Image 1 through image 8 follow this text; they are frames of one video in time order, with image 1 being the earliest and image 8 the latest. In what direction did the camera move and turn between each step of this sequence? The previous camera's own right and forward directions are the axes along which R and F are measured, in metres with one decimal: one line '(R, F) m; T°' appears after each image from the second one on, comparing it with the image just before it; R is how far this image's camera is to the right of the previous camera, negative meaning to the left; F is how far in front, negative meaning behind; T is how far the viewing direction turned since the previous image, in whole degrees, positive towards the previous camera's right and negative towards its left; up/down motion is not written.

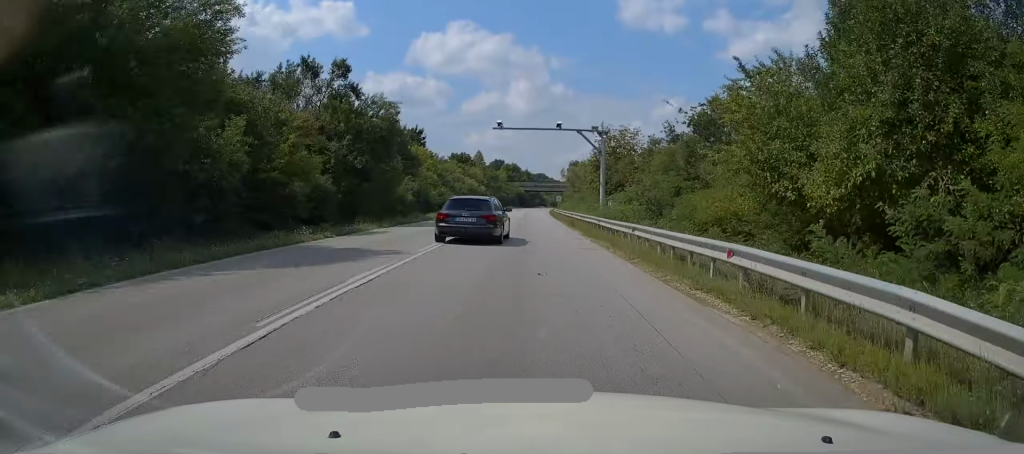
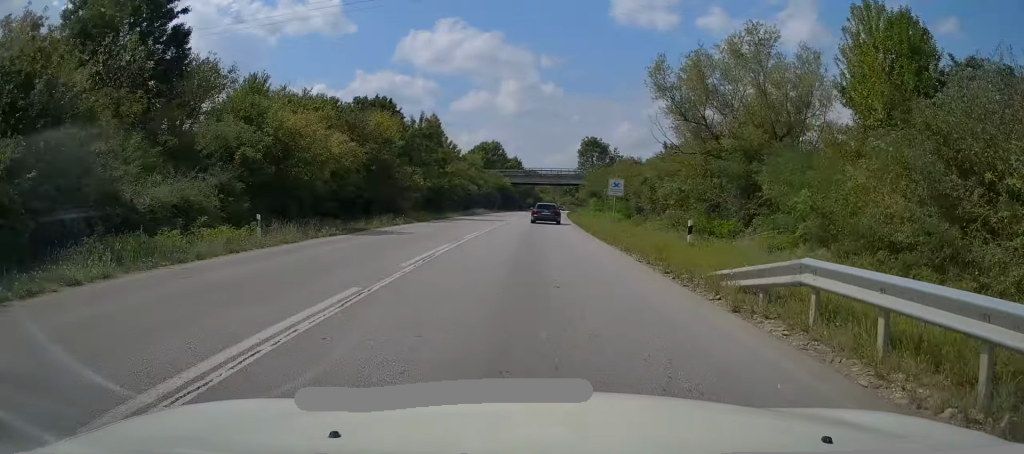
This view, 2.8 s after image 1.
(+0.1, +65.9) m; +1°
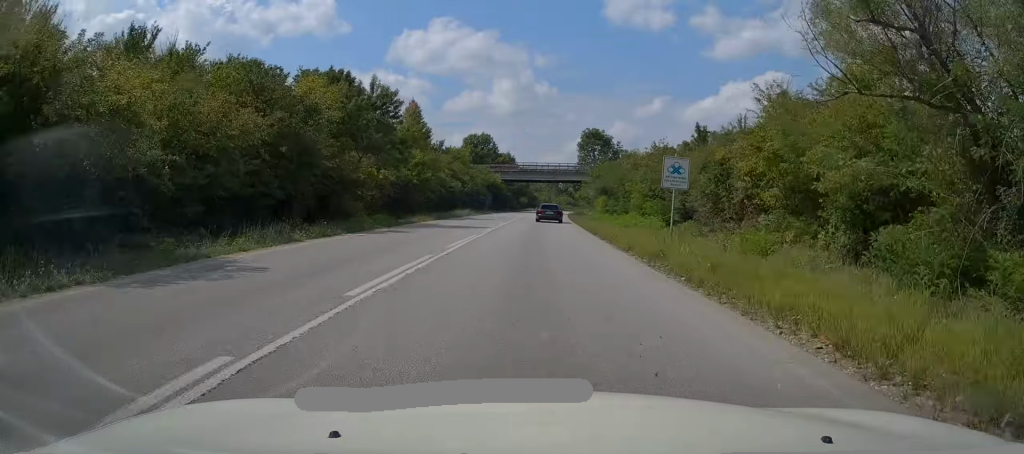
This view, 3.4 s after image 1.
(+0.3, +12.5) m; +1°
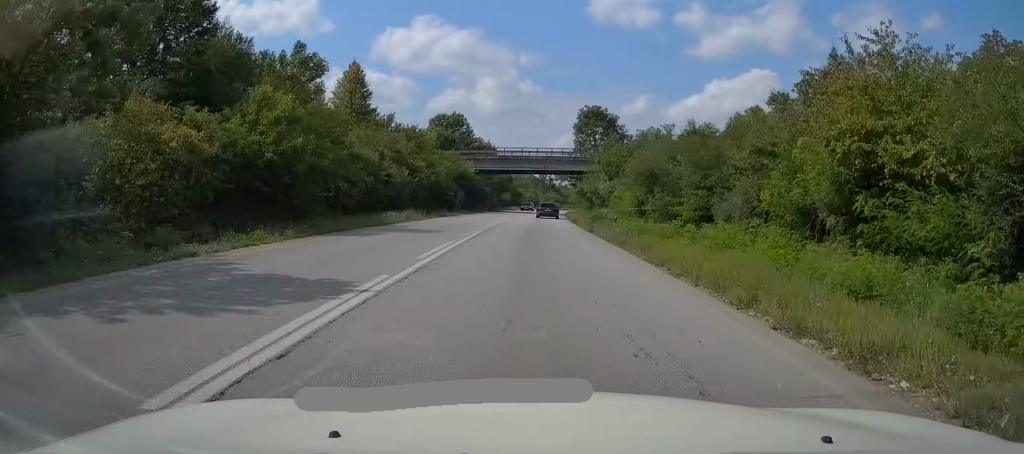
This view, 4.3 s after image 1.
(+0.3, +22.1) m; +1°
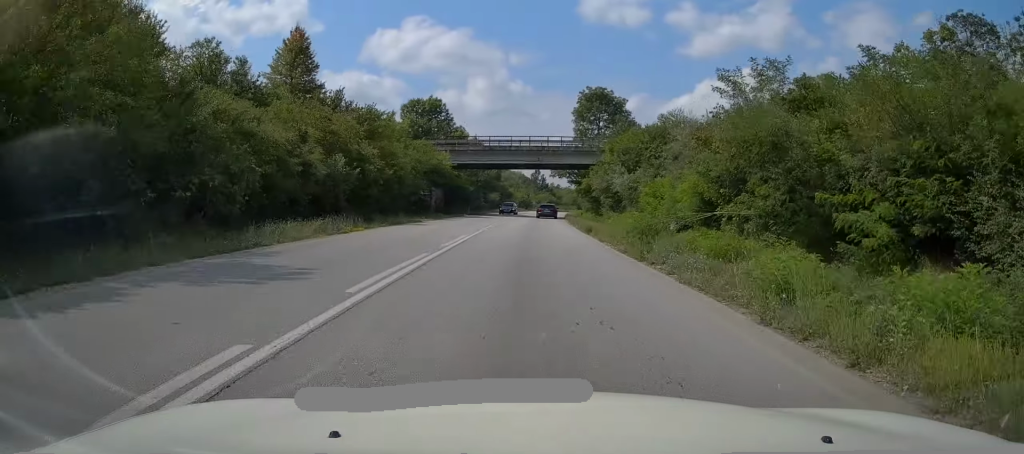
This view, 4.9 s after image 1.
(0.0, +13.5) m; 0°
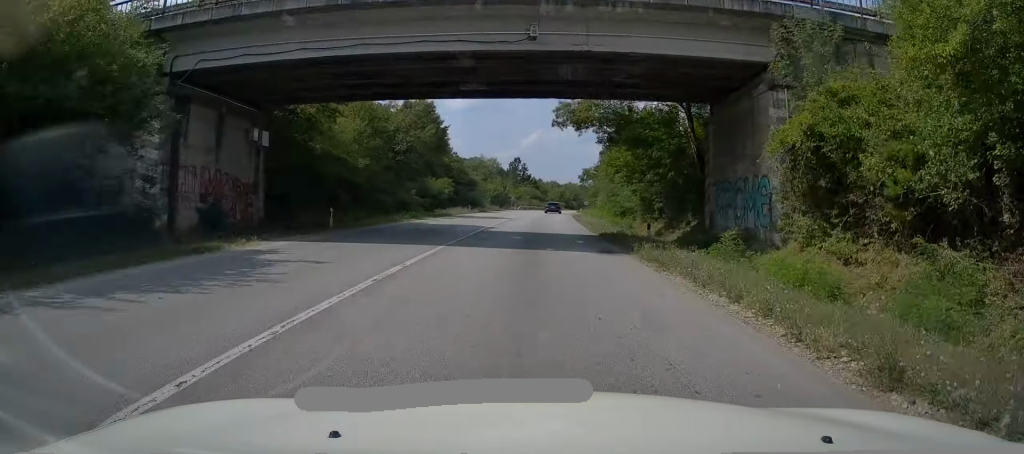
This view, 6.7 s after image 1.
(0.0, +43.1) m; +2°
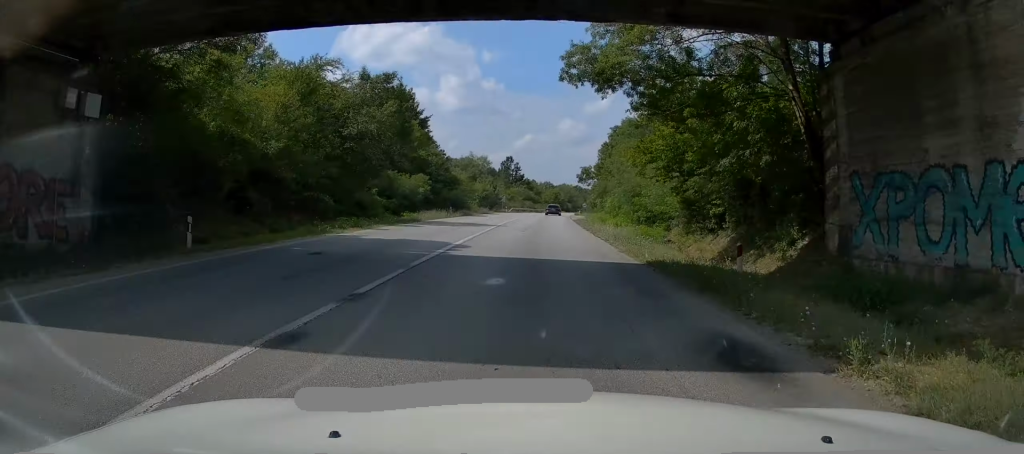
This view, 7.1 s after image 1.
(+0.2, +10.3) m; +1°
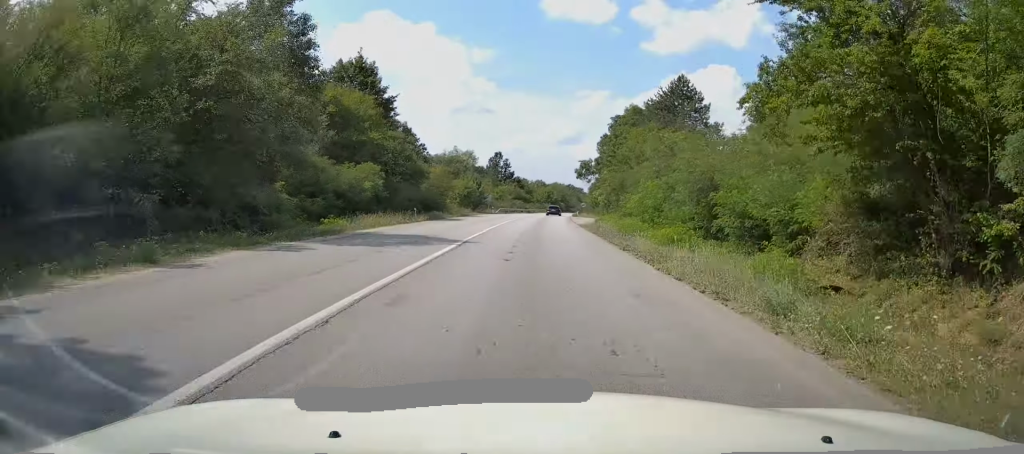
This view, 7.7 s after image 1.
(+0.4, +13.5) m; +1°
